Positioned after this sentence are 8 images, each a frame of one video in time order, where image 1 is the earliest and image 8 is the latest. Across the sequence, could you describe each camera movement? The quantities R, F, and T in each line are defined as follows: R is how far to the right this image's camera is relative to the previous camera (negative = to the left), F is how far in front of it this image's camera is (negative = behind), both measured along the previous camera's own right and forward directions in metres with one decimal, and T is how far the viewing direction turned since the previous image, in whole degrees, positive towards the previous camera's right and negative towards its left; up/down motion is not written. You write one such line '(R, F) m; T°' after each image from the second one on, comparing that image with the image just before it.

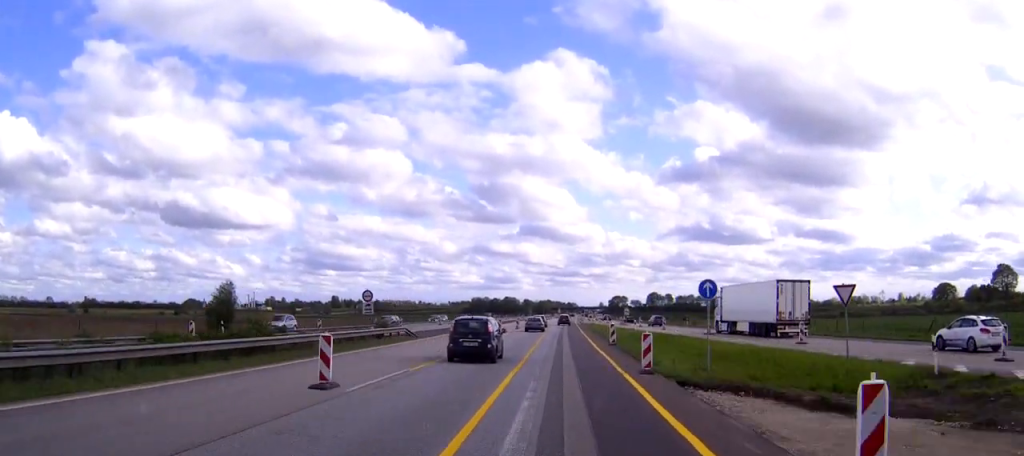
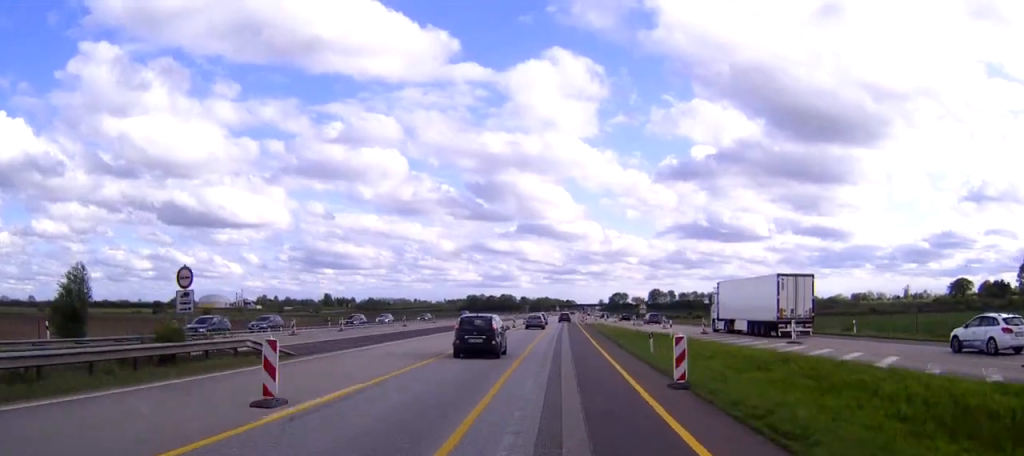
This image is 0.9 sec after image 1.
(0.0, +23.0) m; 0°
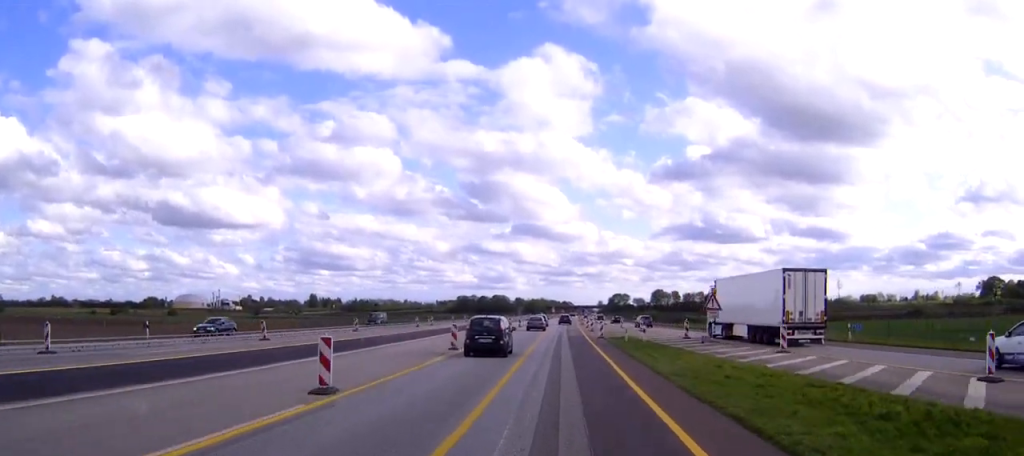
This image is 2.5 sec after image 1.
(+0.2, +39.7) m; 0°
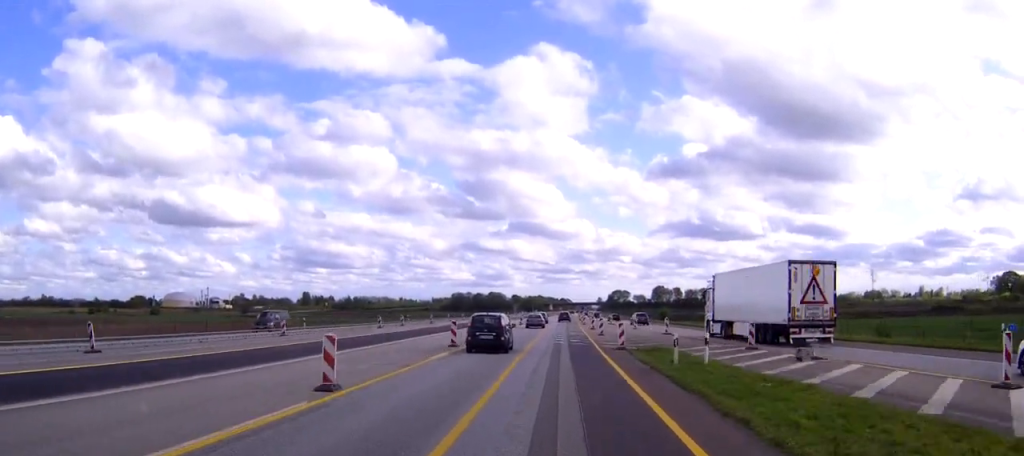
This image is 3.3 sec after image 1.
(0.0, +18.2) m; 0°
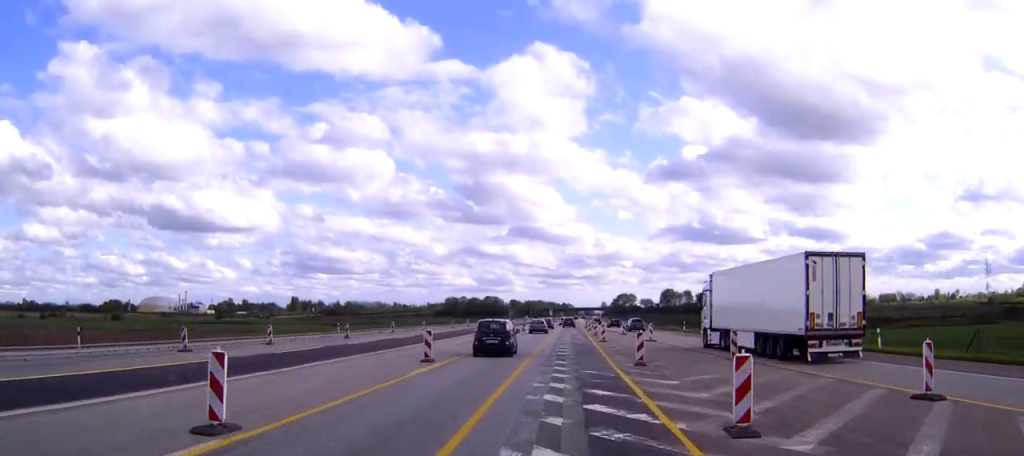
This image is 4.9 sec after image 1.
(0.0, +39.8) m; 0°
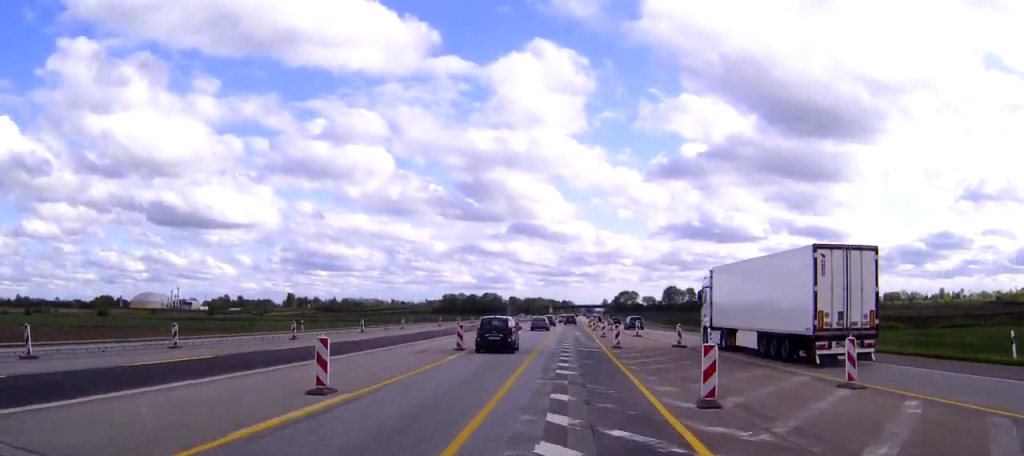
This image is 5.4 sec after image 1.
(0.0, +12.5) m; 0°
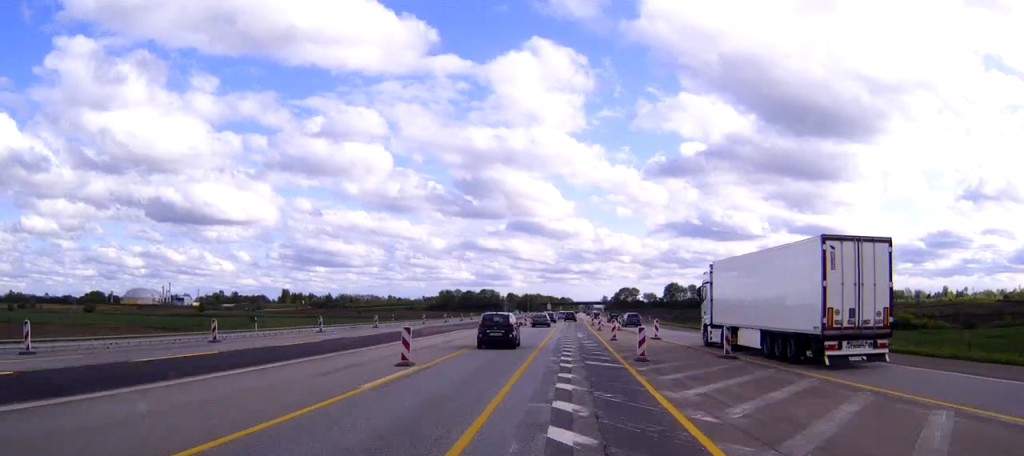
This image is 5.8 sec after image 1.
(0.0, +11.7) m; 0°
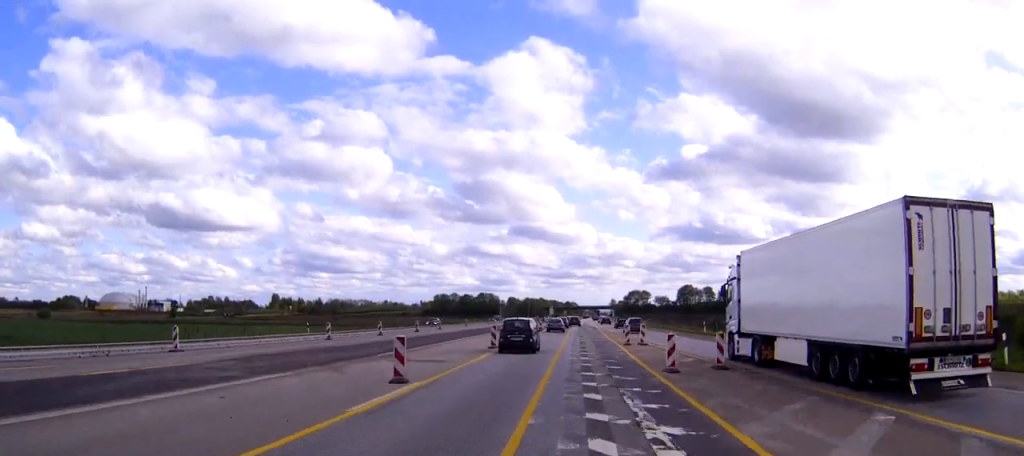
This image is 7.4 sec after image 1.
(-0.1, +39.4) m; 0°
